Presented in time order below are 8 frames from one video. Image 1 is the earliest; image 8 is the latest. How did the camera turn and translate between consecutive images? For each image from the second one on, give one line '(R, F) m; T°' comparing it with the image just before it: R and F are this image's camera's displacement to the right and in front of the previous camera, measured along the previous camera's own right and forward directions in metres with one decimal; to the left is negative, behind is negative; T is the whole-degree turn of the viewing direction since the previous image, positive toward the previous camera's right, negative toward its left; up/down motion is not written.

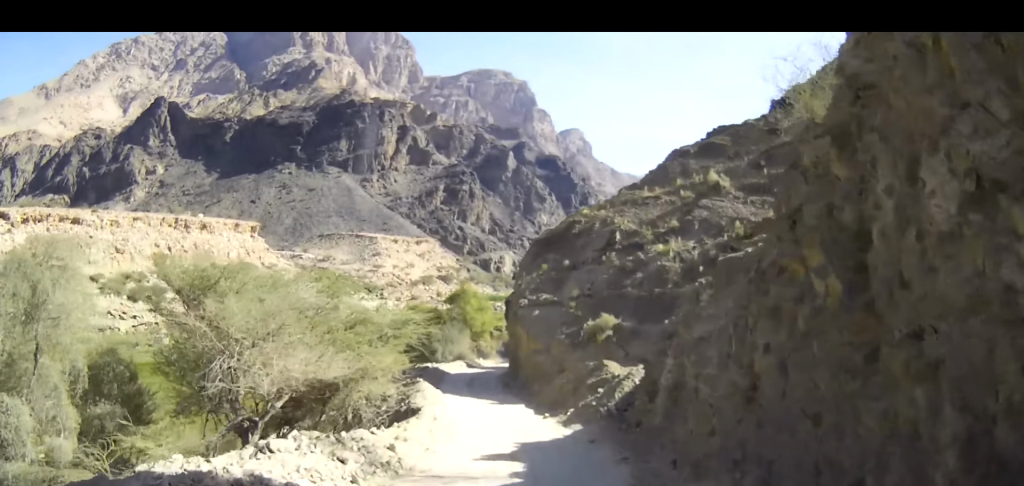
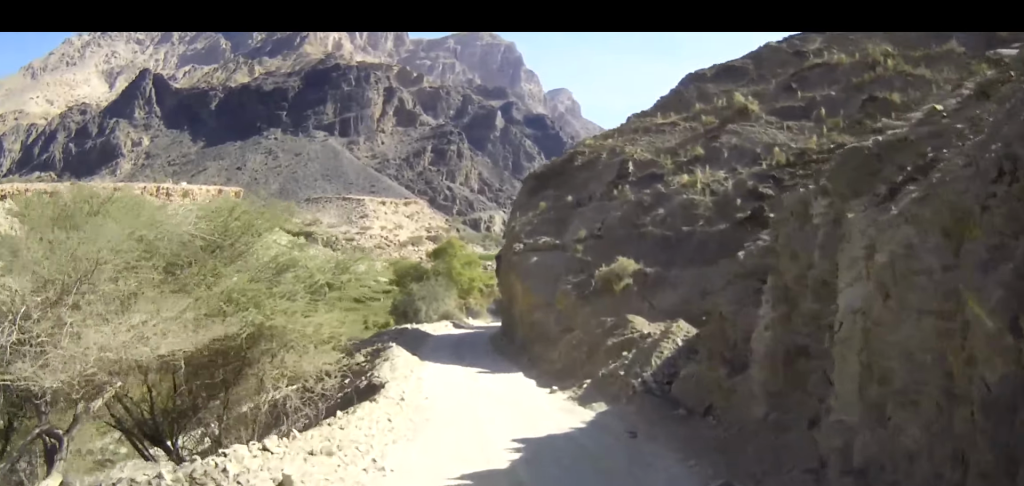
(0.0, +6.5) m; 0°
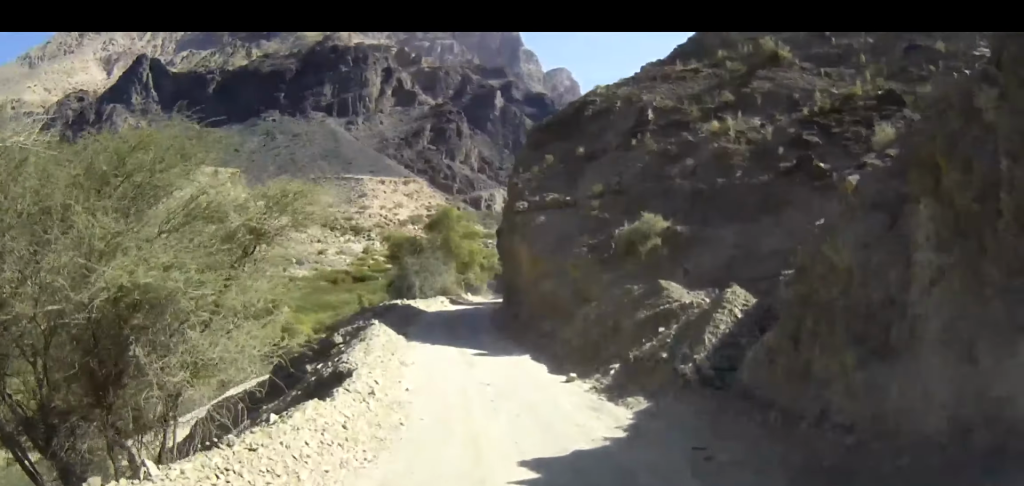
(0.0, +4.5) m; 0°
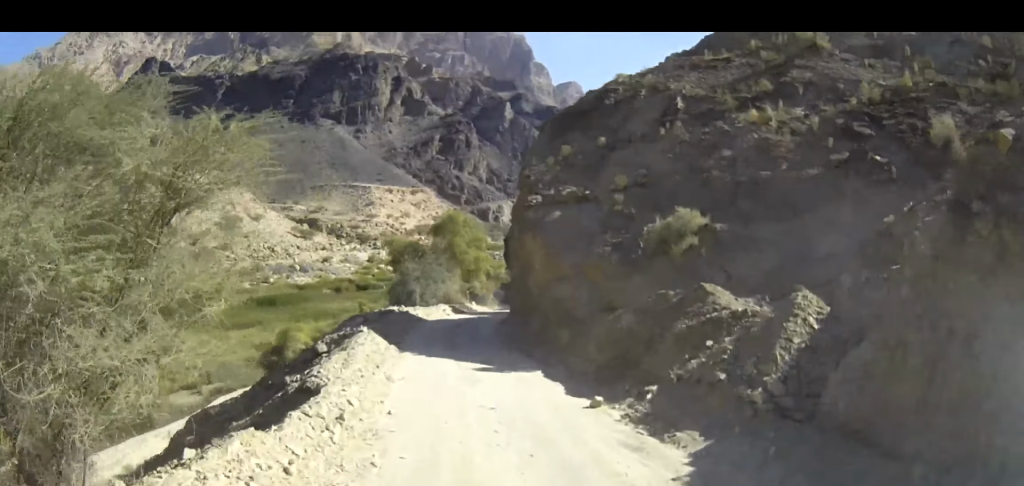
(0.0, +3.3) m; 0°
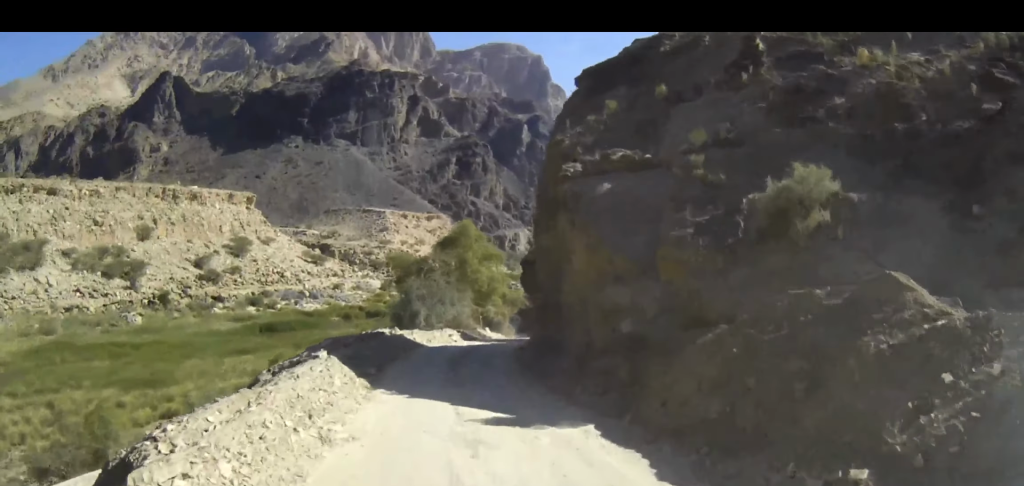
(0.0, +6.7) m; -2°
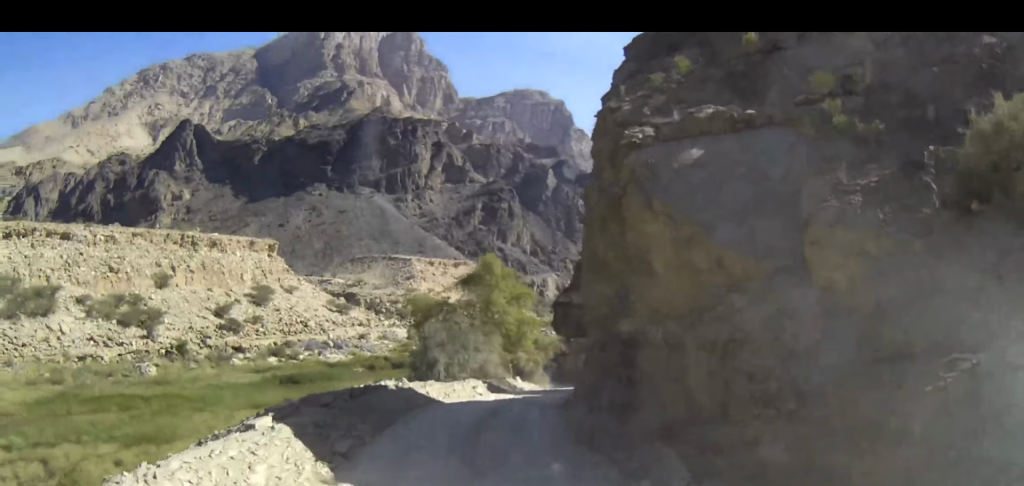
(-0.1, +5.2) m; -2°
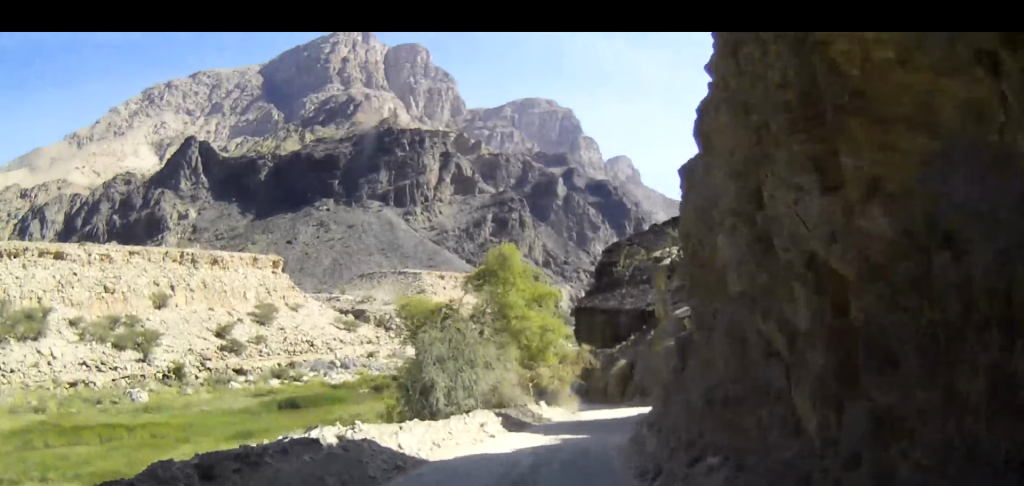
(-0.1, +8.7) m; +1°
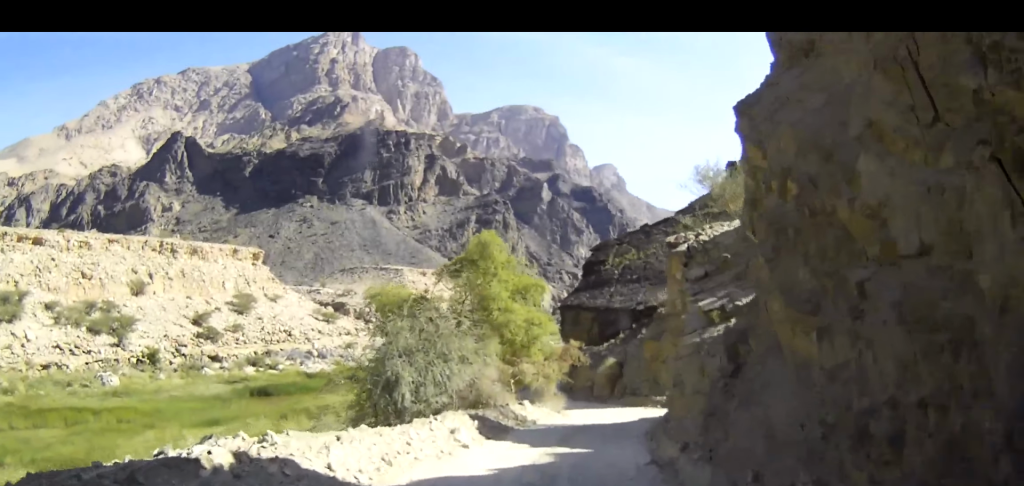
(+0.1, +3.5) m; +2°
